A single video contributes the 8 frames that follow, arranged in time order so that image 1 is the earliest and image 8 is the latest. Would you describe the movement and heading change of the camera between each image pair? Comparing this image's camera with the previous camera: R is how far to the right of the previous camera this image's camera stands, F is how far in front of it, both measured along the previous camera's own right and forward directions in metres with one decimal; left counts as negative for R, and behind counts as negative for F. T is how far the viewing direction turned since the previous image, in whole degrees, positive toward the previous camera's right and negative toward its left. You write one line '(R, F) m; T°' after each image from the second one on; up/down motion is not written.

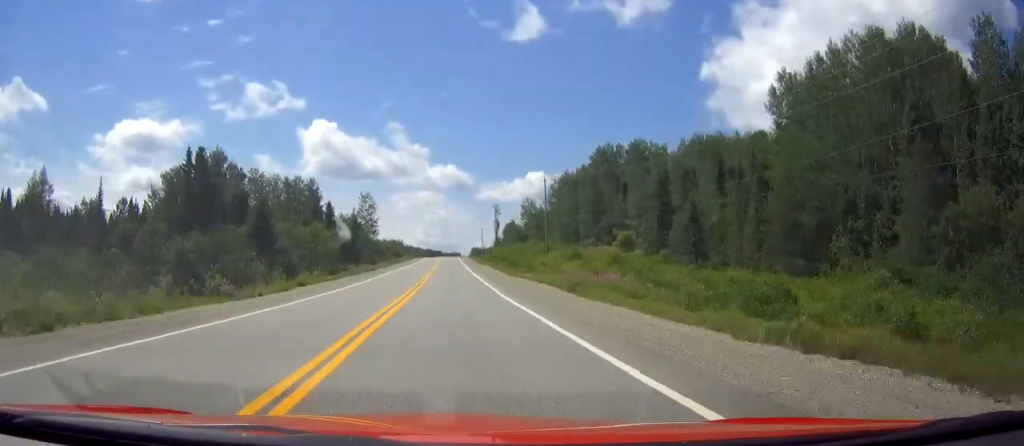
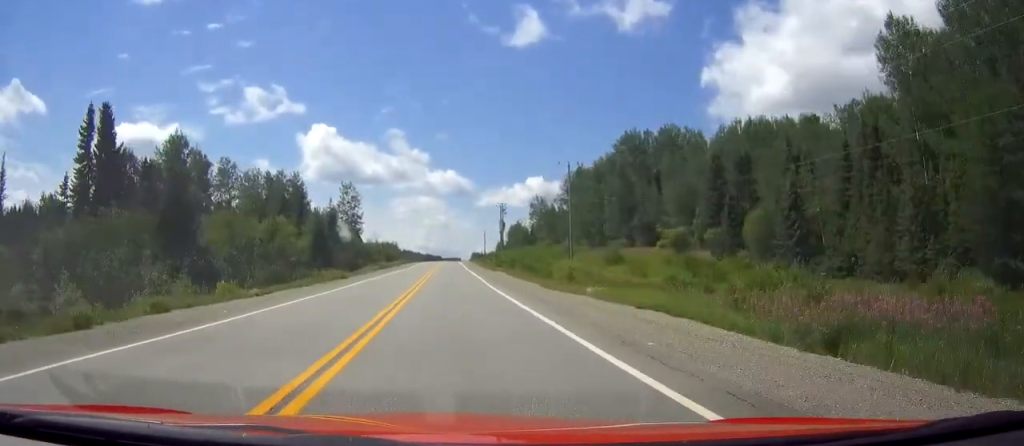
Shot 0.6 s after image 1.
(0.0, +19.7) m; 0°
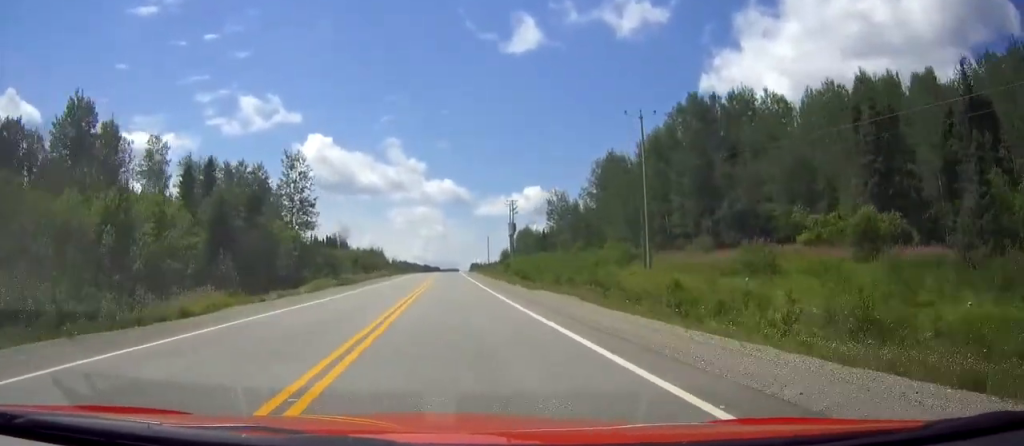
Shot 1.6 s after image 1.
(0.0, +31.3) m; 0°
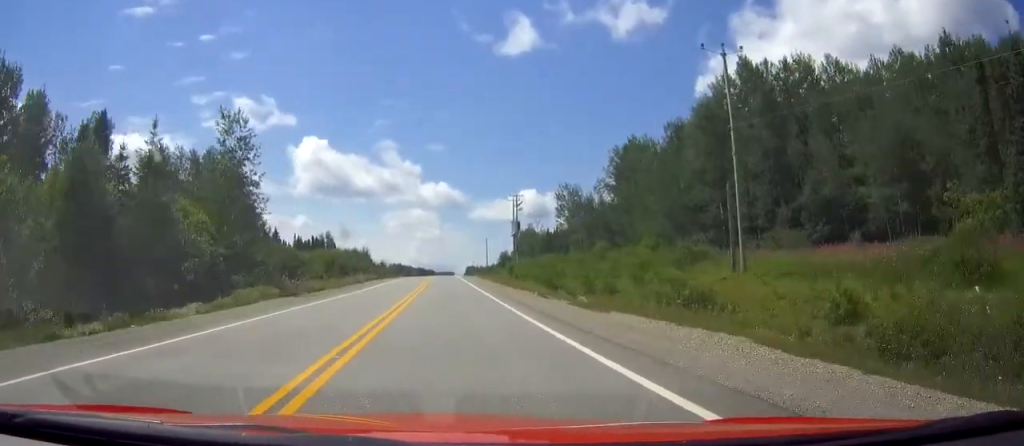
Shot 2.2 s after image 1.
(+0.1, +16.8) m; 0°
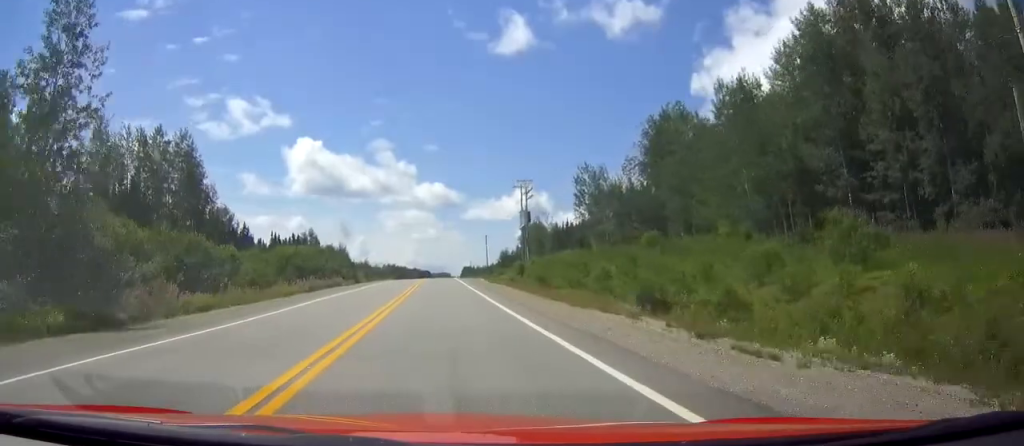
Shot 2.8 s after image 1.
(+0.1, +21.1) m; 0°
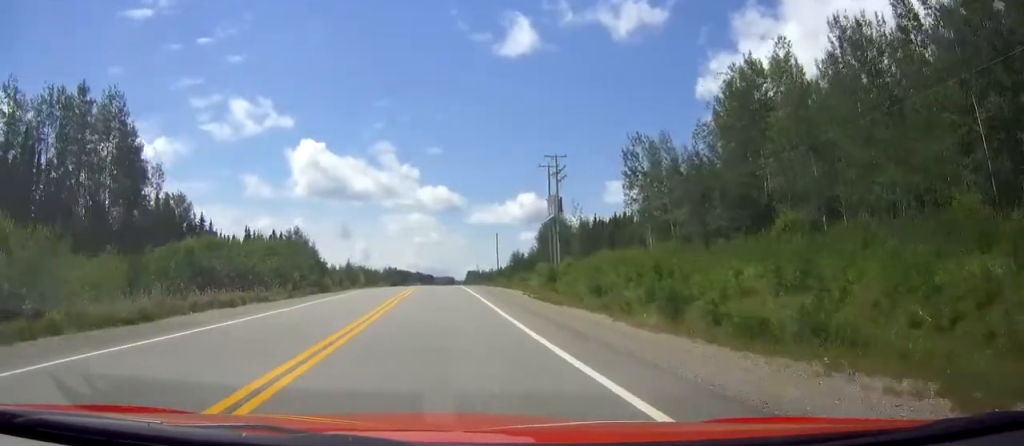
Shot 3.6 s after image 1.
(0.0, +25.3) m; 0°
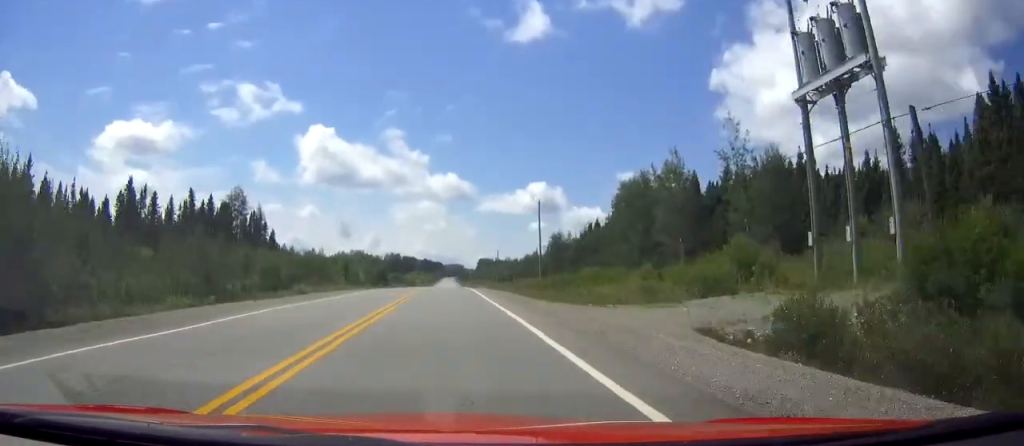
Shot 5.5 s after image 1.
(-0.4, +59.6) m; -1°
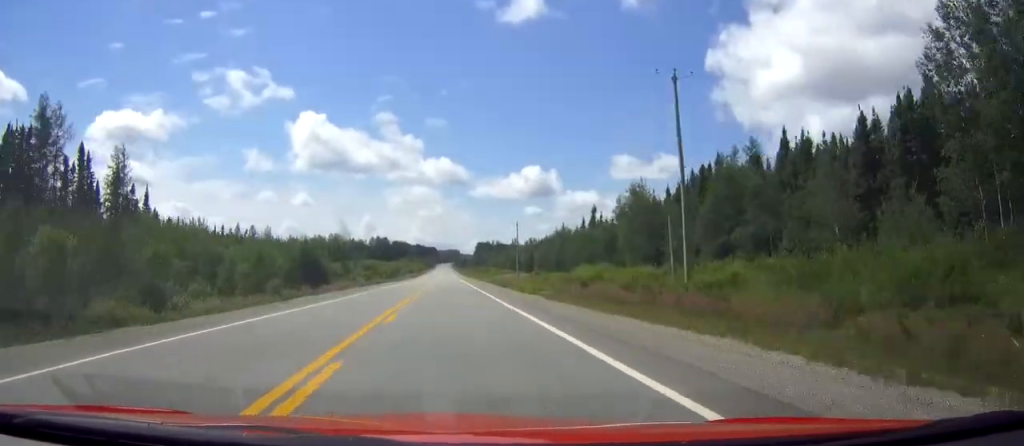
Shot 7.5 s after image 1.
(-0.2, +64.6) m; 0°
